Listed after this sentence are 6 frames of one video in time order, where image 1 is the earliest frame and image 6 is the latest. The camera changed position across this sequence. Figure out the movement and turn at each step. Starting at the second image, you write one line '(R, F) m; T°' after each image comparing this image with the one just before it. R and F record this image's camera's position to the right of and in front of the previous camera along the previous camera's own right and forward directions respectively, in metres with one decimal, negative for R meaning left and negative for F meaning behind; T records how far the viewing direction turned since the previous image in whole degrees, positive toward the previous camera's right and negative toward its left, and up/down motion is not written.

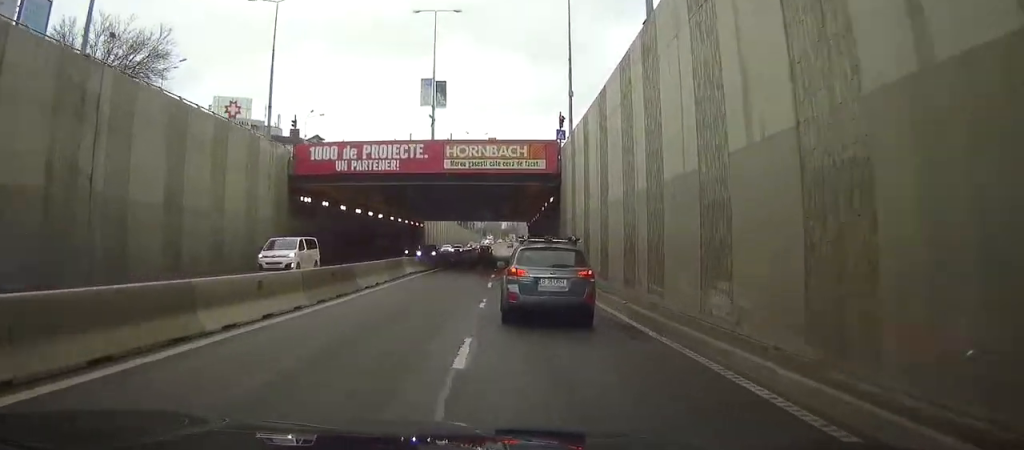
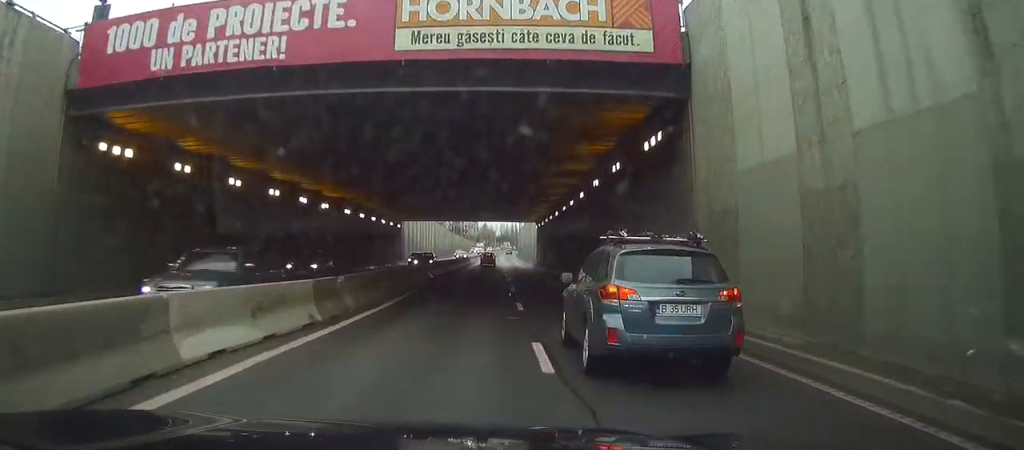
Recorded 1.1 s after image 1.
(-0.4, +26.2) m; -1°
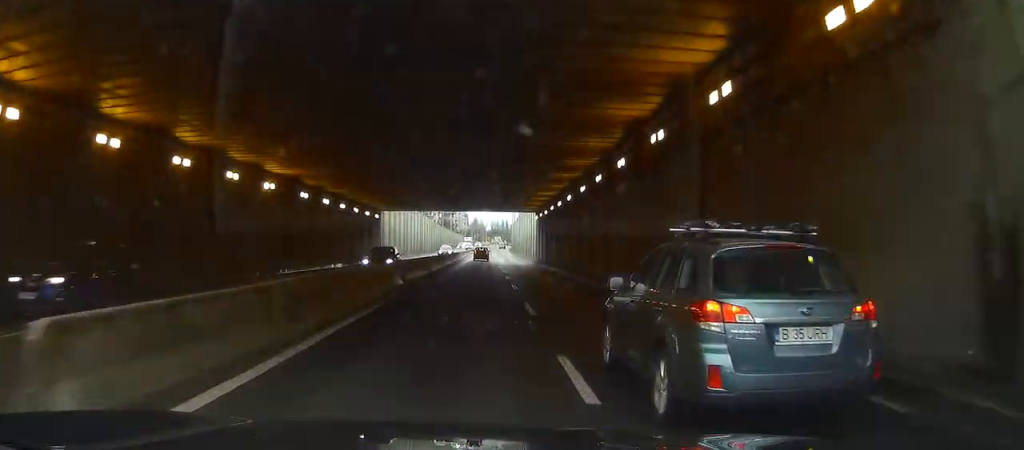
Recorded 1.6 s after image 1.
(-0.1, +11.8) m; 0°
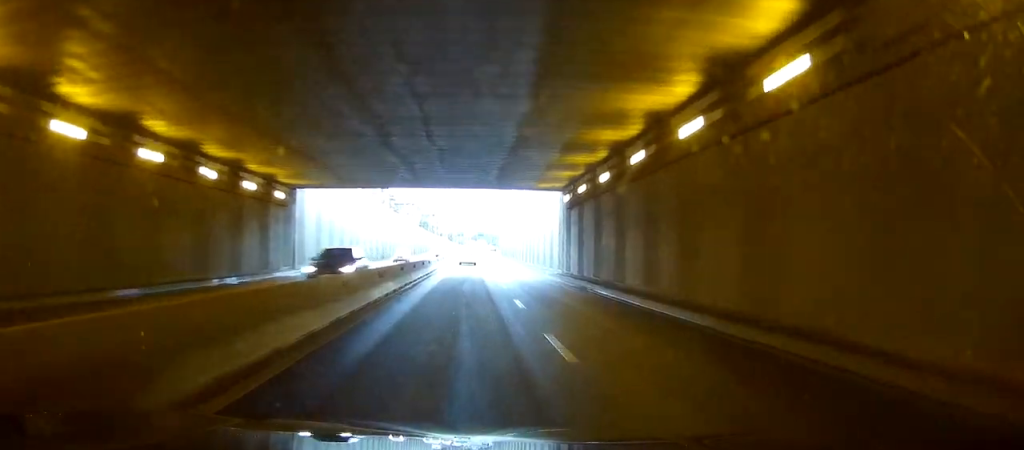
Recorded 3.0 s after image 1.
(+0.8, +32.6) m; +2°
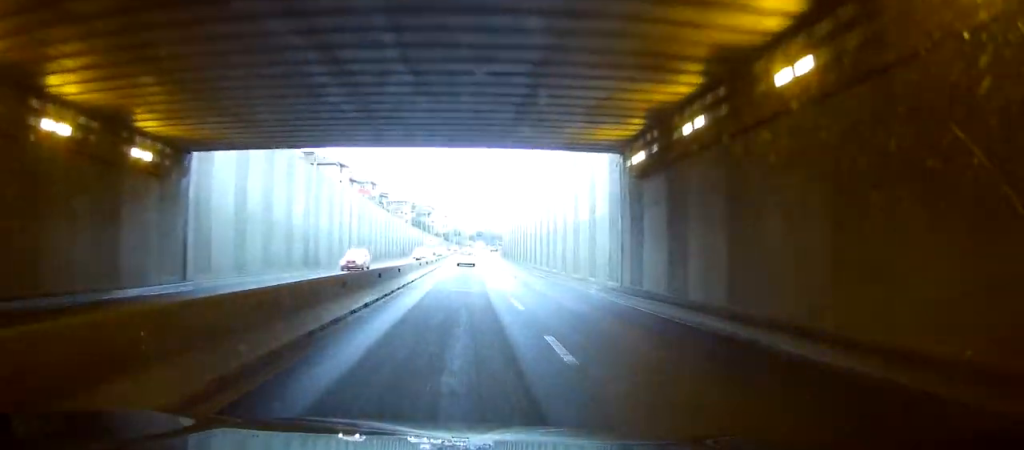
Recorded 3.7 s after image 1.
(+0.2, +17.6) m; +1°
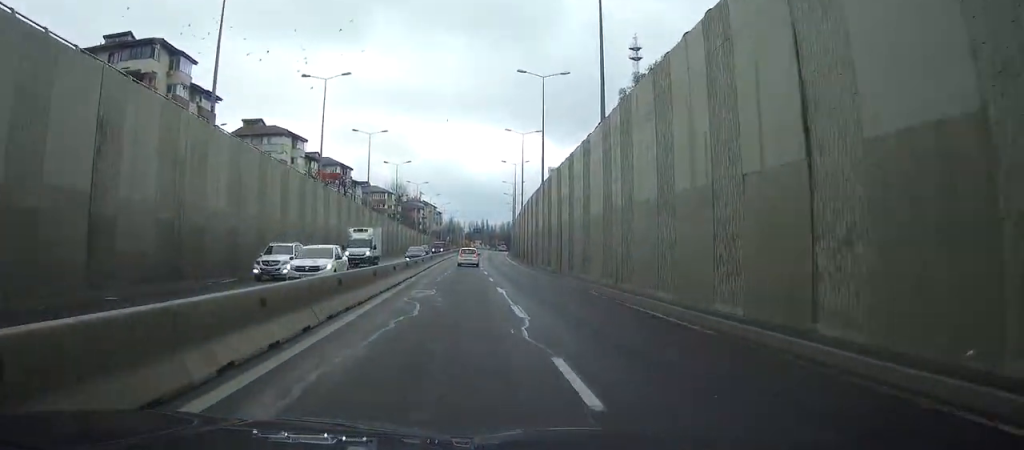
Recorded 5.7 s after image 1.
(0.0, +47.2) m; -1°
